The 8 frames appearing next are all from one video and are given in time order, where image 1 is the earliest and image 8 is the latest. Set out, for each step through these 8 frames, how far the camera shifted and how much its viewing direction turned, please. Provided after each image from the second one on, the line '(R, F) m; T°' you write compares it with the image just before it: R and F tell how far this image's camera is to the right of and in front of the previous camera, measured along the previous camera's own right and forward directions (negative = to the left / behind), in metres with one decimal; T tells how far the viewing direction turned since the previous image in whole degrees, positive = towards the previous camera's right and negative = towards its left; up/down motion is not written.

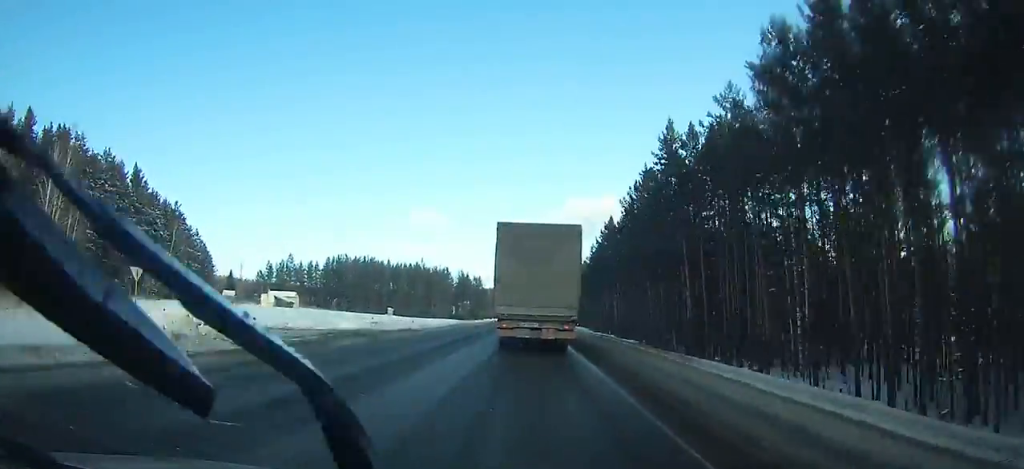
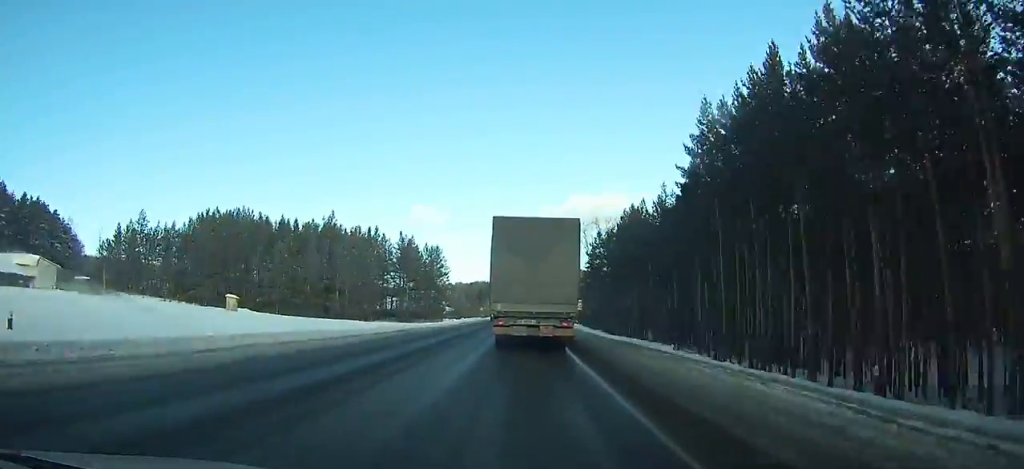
(+0.3, +81.4) m; 0°
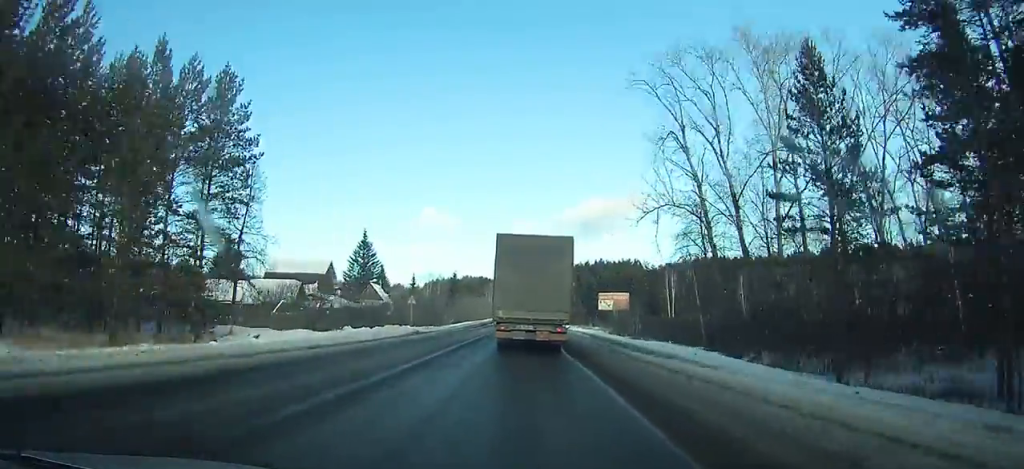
(+0.1, +86.9) m; 0°
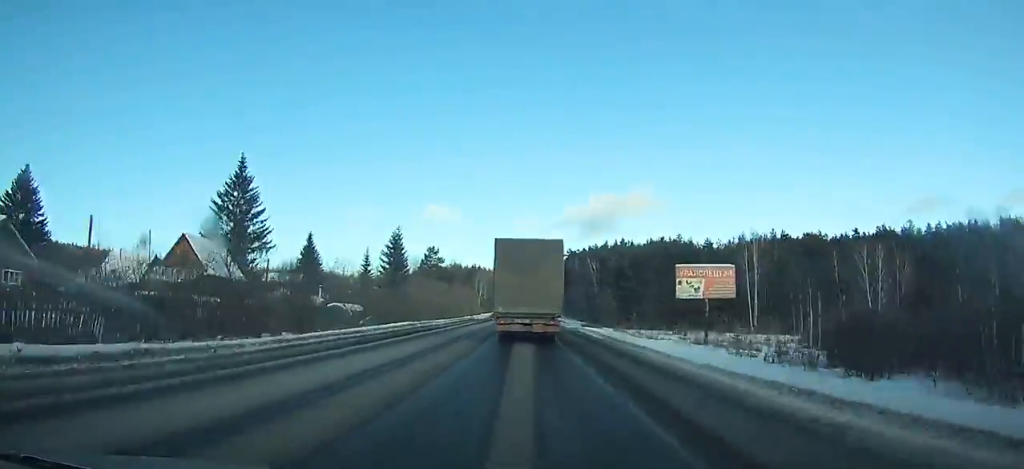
(-0.1, +60.8) m; 0°
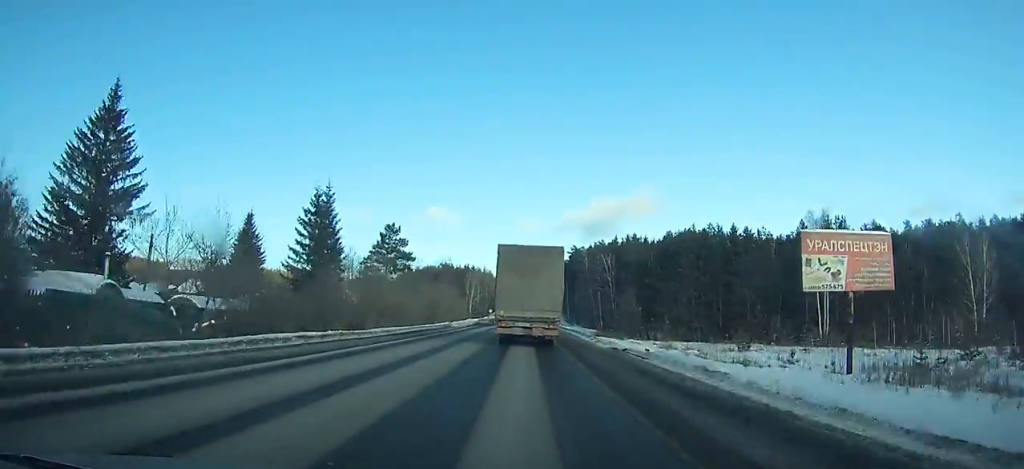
(-0.1, +26.5) m; 0°
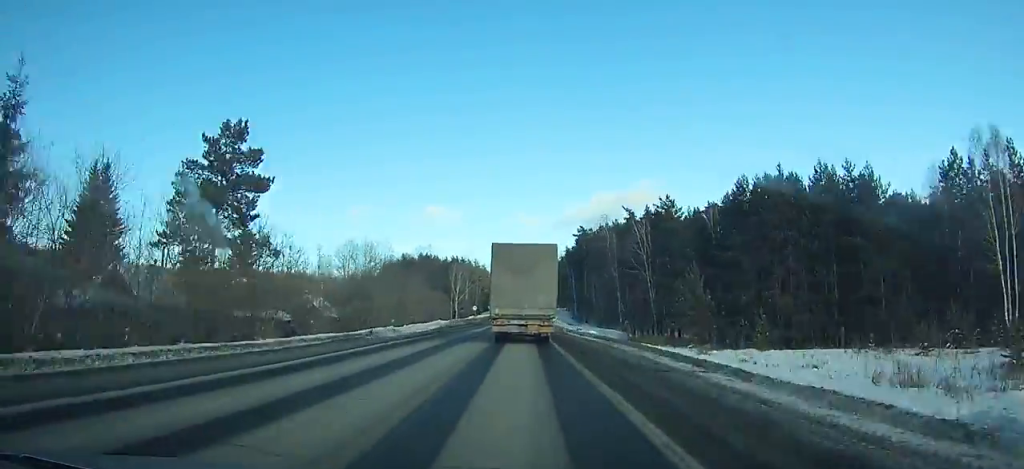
(-0.1, +34.7) m; 0°
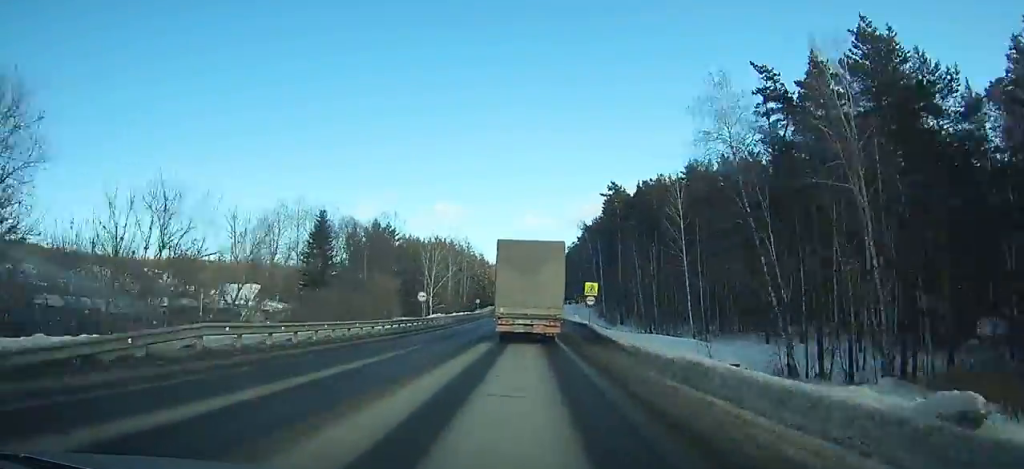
(0.0, +49.1) m; 0°
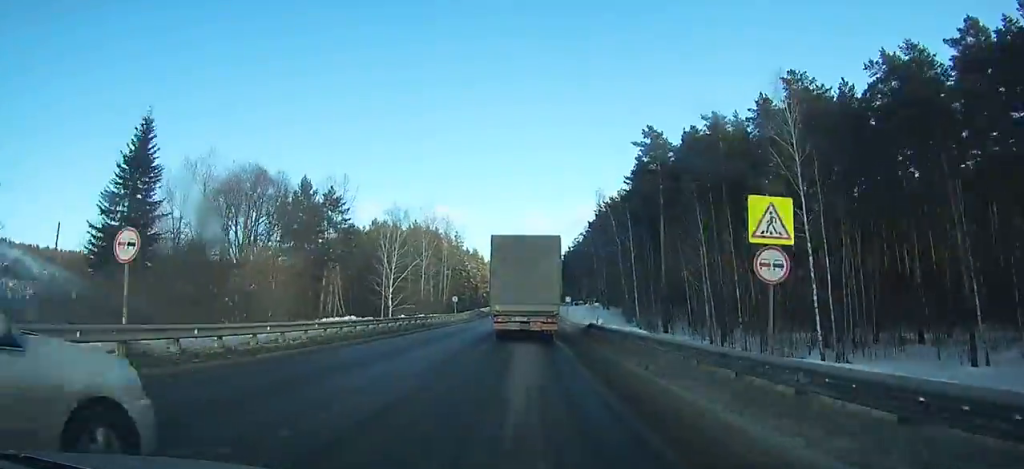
(+0.1, +32.2) m; 0°
